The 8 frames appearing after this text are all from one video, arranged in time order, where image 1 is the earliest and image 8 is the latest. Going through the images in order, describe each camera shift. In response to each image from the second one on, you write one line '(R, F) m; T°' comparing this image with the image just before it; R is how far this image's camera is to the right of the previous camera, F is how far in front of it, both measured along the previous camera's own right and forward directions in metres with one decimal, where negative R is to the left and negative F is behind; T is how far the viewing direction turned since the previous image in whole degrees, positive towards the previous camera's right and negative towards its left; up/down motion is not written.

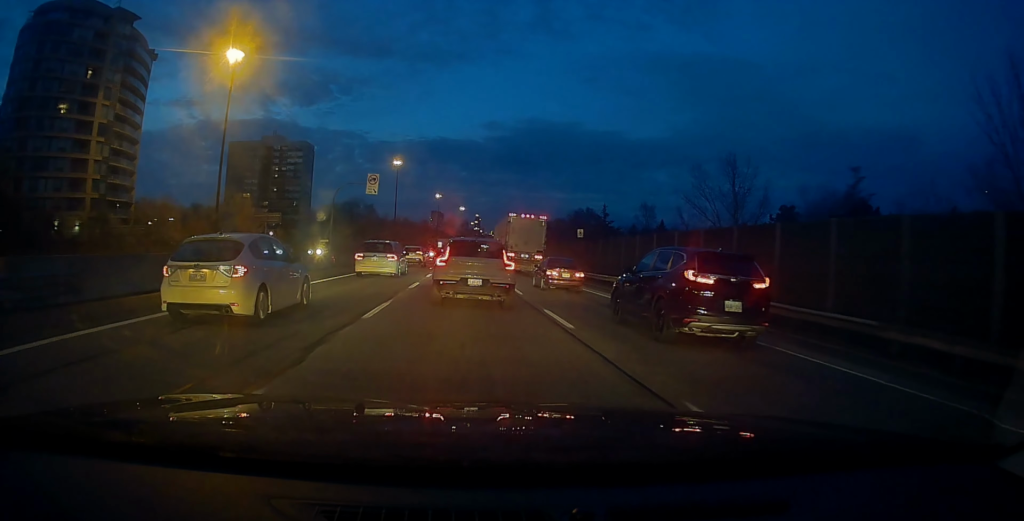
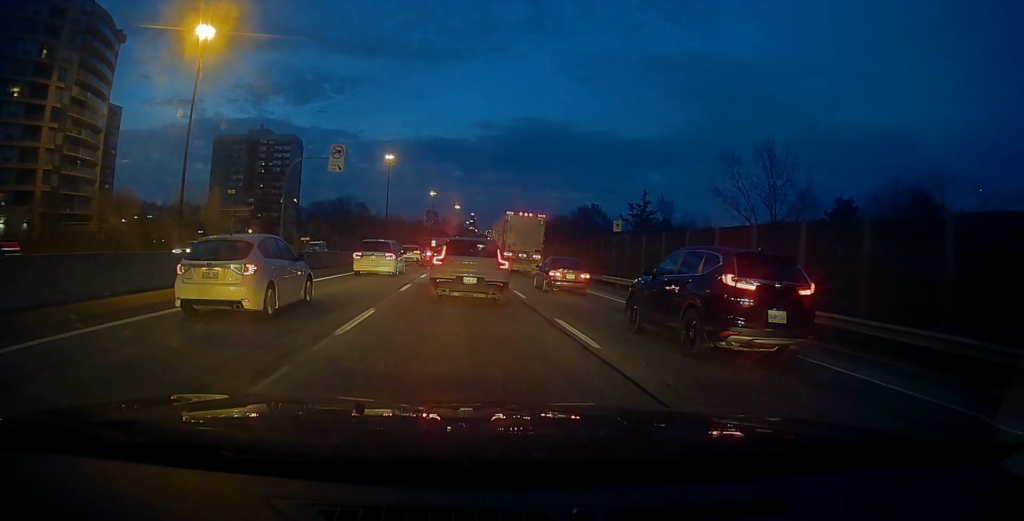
(-0.1, +11.0) m; -1°
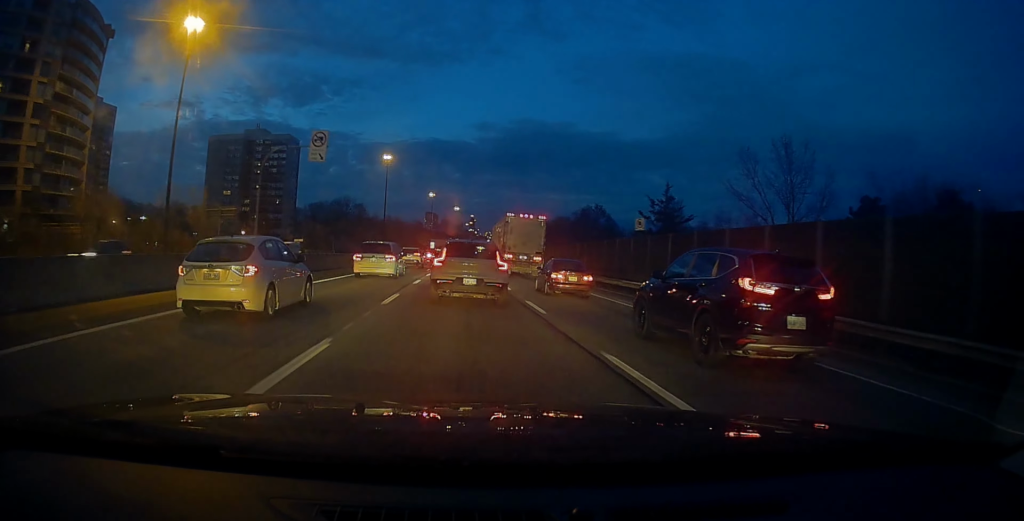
(0.0, +4.0) m; 0°
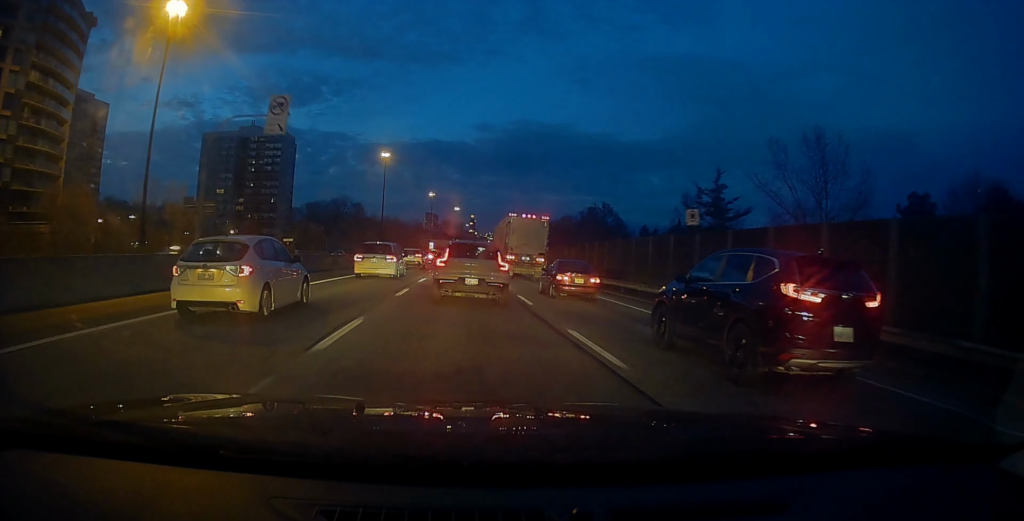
(0.0, +6.0) m; 0°
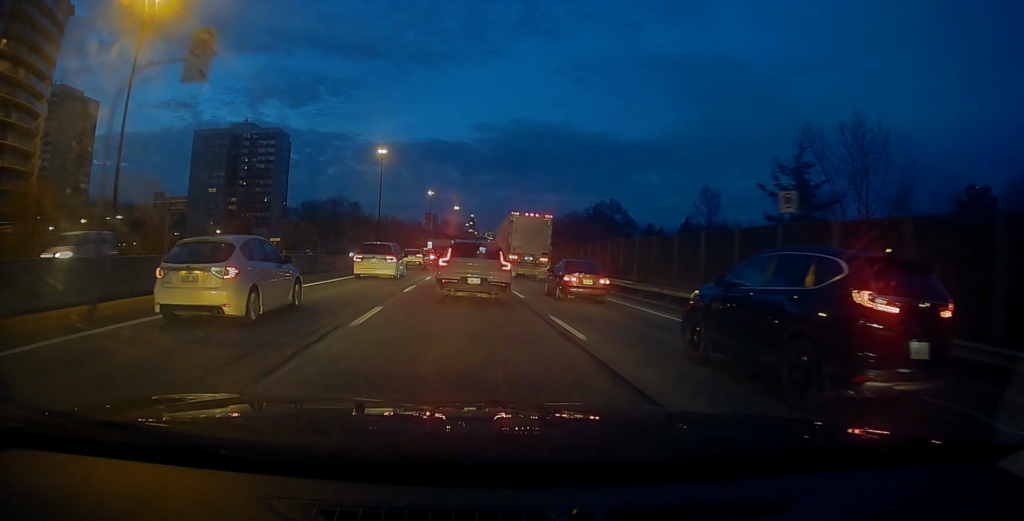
(0.0, +6.5) m; -1°
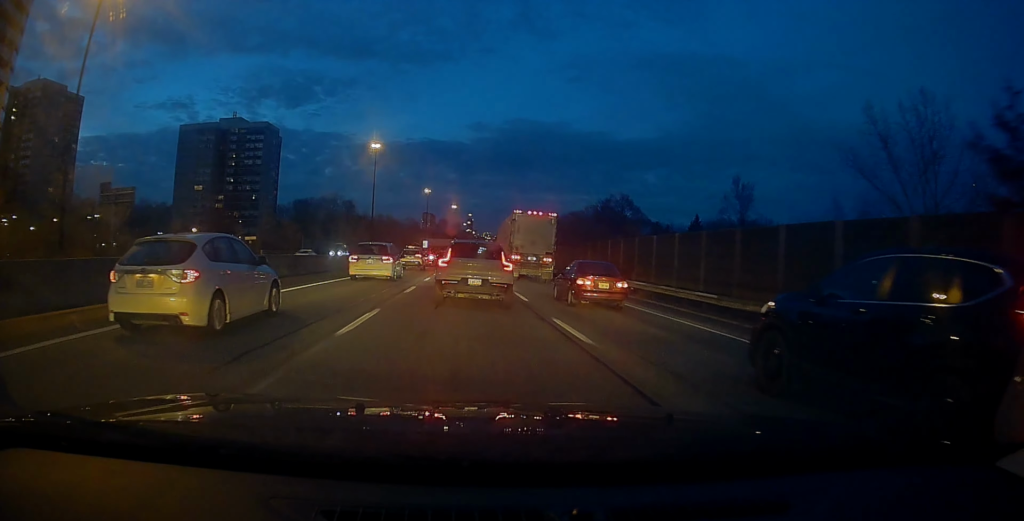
(-0.1, +9.0) m; -1°
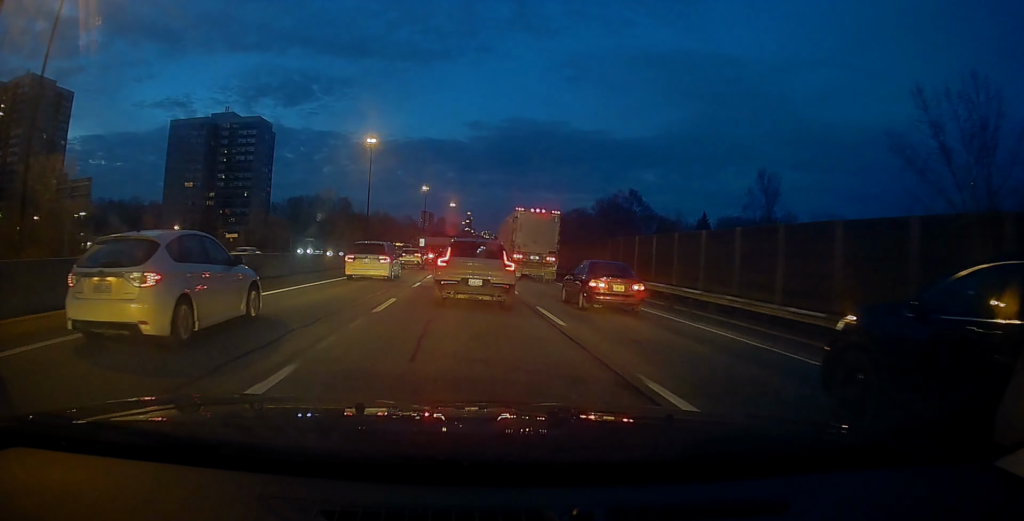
(-0.2, +5.9) m; 0°
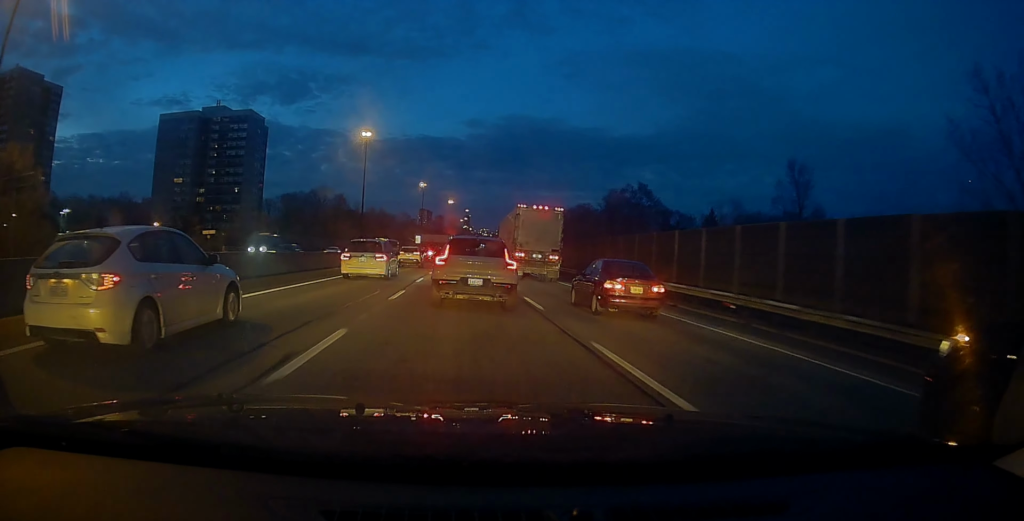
(+0.1, +6.2) m; +1°
